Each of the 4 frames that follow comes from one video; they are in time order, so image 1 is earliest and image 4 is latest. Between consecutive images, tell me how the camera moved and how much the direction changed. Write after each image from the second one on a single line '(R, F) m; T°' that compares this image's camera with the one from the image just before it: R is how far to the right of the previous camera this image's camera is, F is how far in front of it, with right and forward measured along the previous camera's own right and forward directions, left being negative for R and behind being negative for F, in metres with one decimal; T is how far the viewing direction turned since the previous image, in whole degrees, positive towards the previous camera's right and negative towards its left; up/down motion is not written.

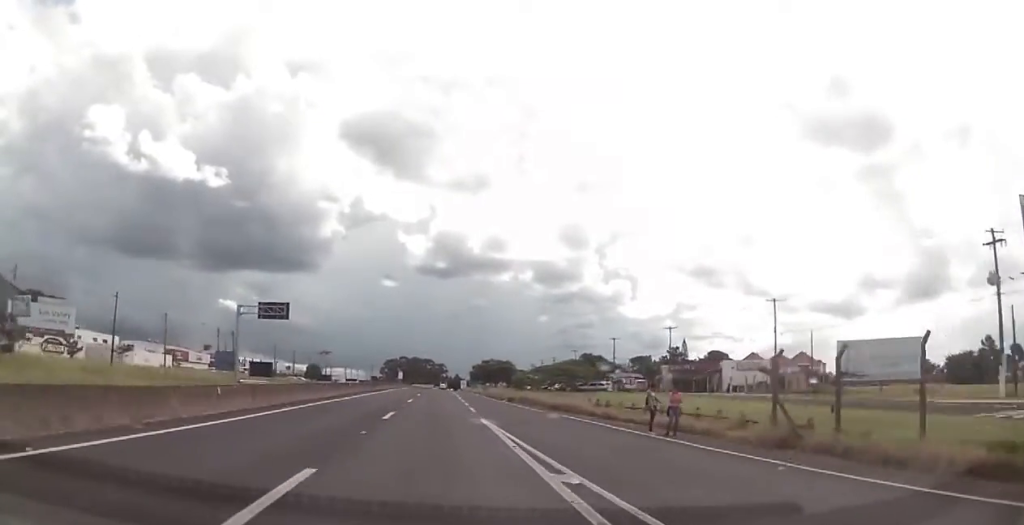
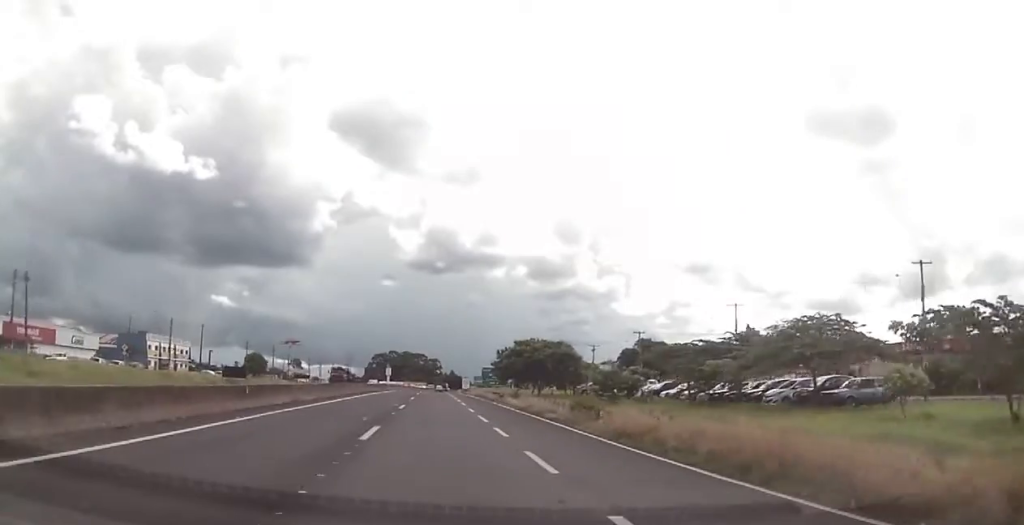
(-0.2, +56.4) m; 0°
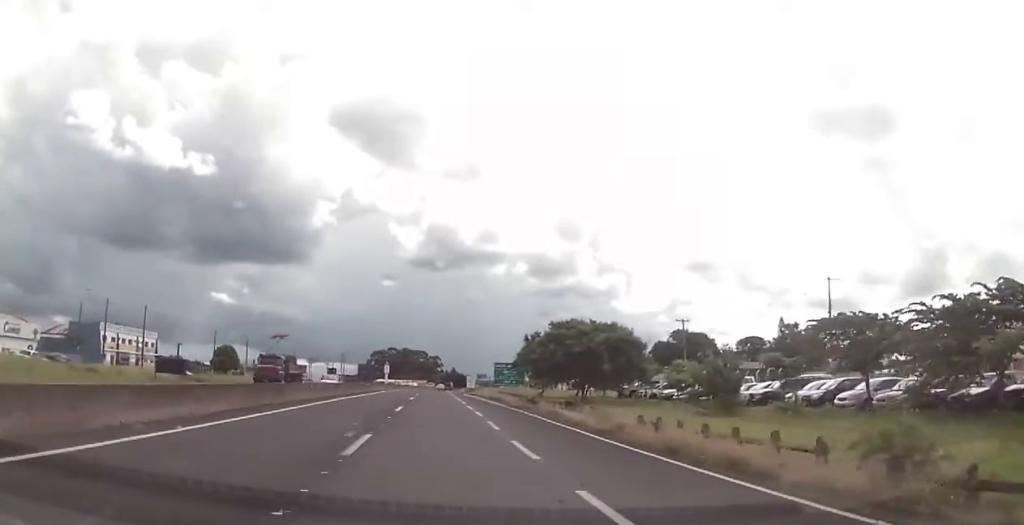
(+0.1, +19.5) m; 0°
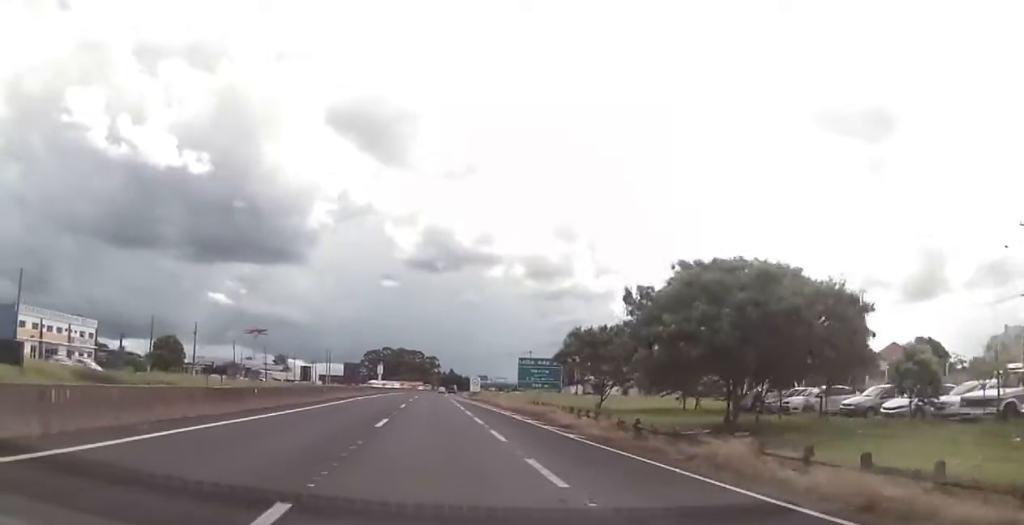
(0.0, +24.5) m; 0°
